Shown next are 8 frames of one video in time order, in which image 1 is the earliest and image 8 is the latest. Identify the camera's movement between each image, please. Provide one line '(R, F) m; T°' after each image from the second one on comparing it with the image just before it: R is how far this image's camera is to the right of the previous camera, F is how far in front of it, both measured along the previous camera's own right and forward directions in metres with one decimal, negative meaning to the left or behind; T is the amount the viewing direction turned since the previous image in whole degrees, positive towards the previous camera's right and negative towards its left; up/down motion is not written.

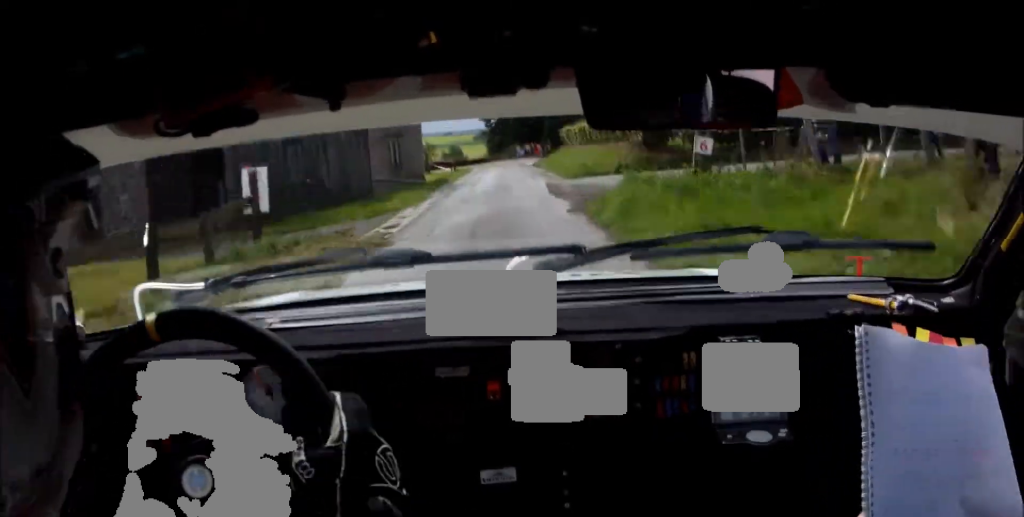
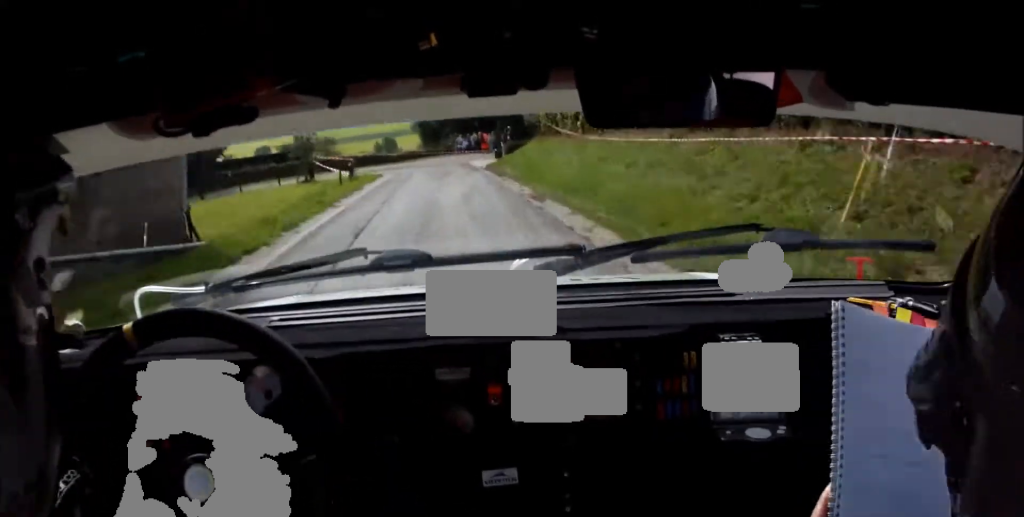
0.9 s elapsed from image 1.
(+0.2, +20.2) m; 0°
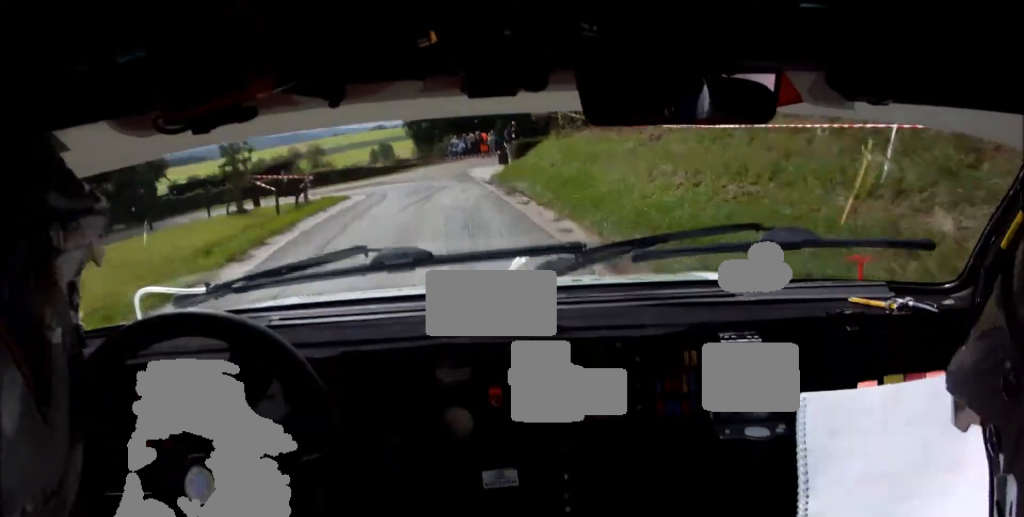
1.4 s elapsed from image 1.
(0.0, +7.7) m; -1°
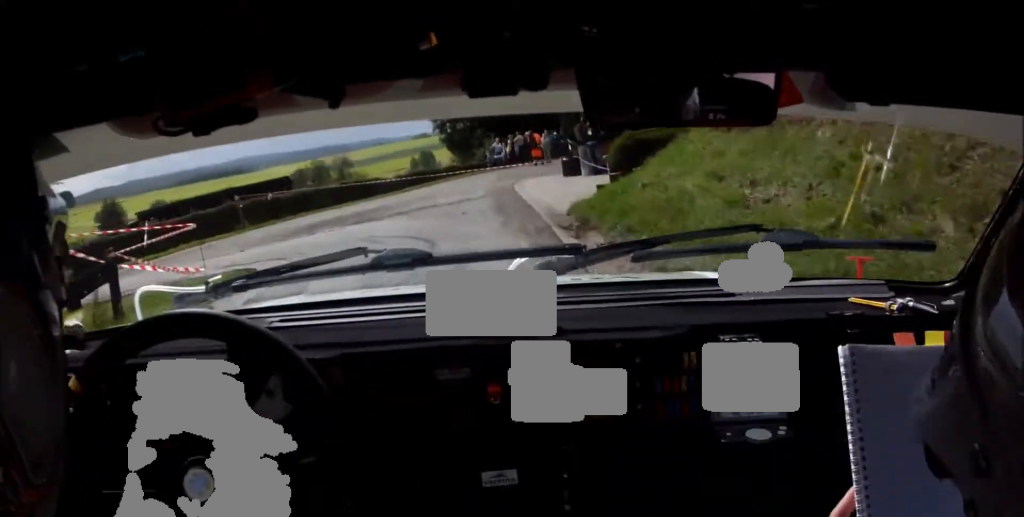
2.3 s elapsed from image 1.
(-0.2, +11.0) m; -7°
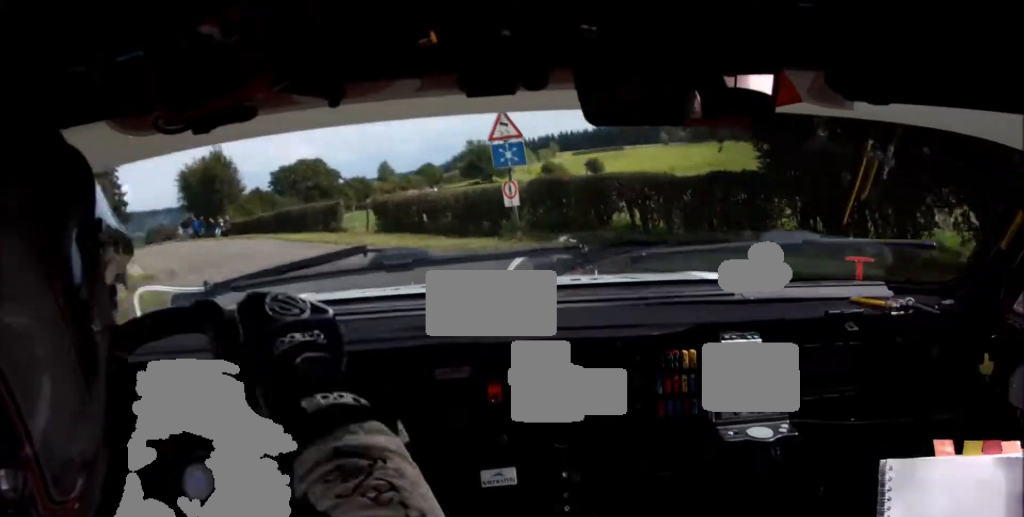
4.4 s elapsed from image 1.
(-7.3, +10.2) m; -105°
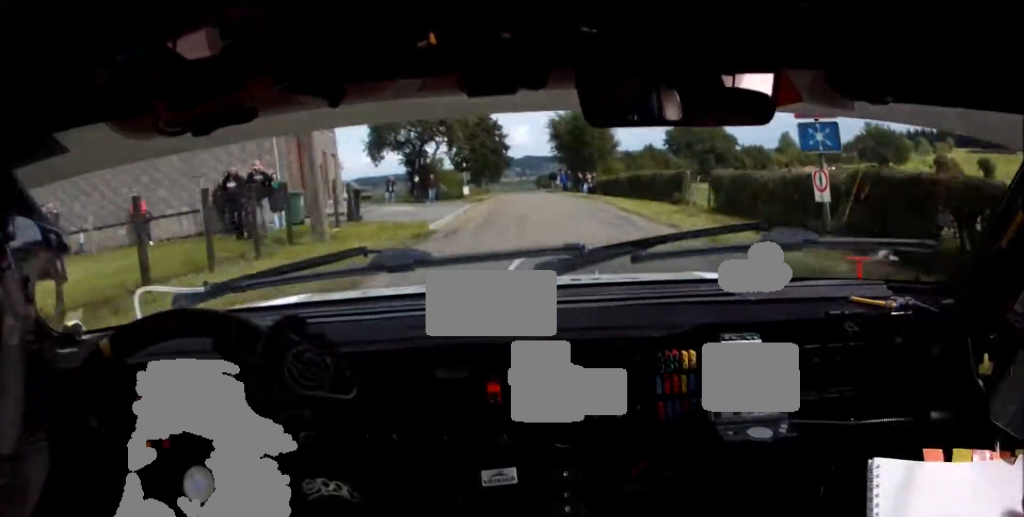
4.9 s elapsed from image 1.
(-1.6, +3.2) m; -20°
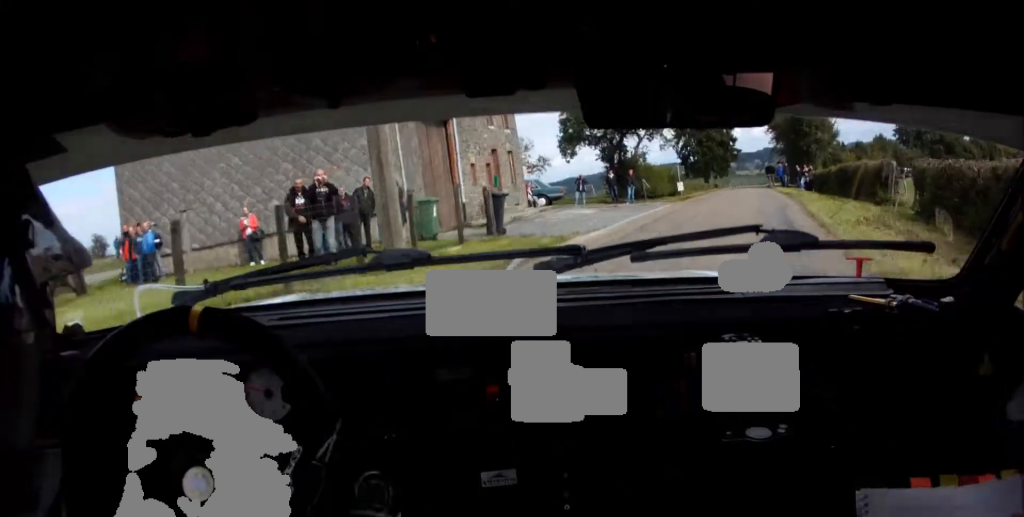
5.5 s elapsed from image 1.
(-1.1, +4.7) m; -17°
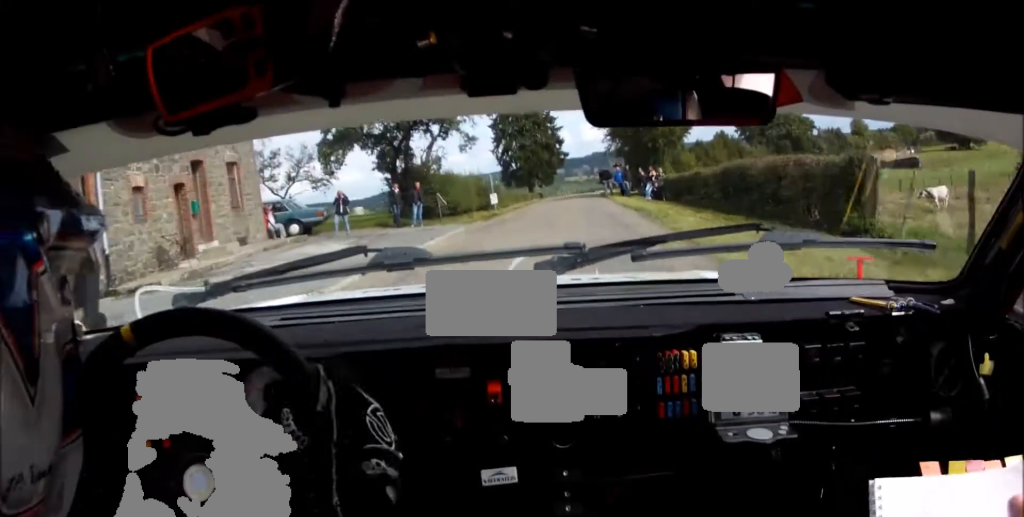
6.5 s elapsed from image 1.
(-1.1, +11.1) m; -7°
